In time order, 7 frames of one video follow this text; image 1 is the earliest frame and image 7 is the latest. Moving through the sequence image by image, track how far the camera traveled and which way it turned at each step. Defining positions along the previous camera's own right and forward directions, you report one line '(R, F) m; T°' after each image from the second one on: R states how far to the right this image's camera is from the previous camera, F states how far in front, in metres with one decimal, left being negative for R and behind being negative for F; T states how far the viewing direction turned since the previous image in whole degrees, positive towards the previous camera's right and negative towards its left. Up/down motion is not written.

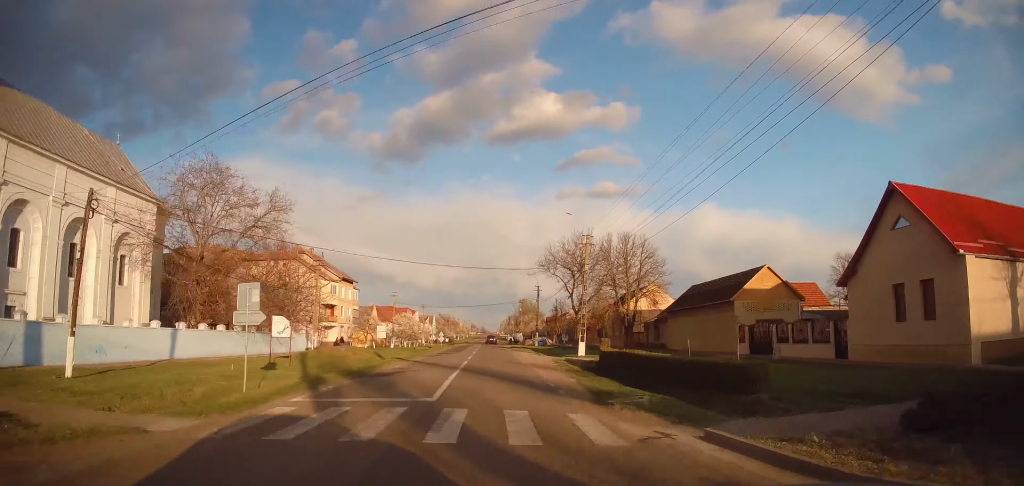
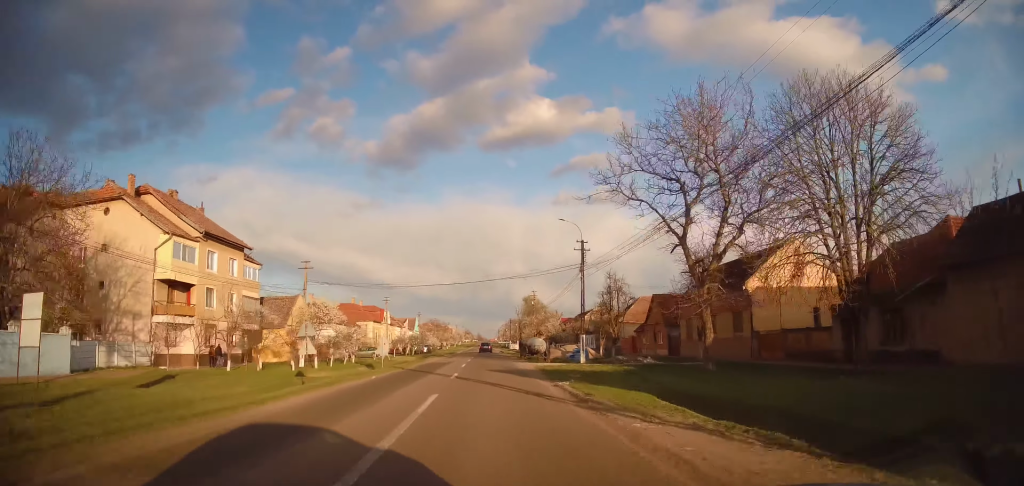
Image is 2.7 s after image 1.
(+1.1, +36.1) m; +1°
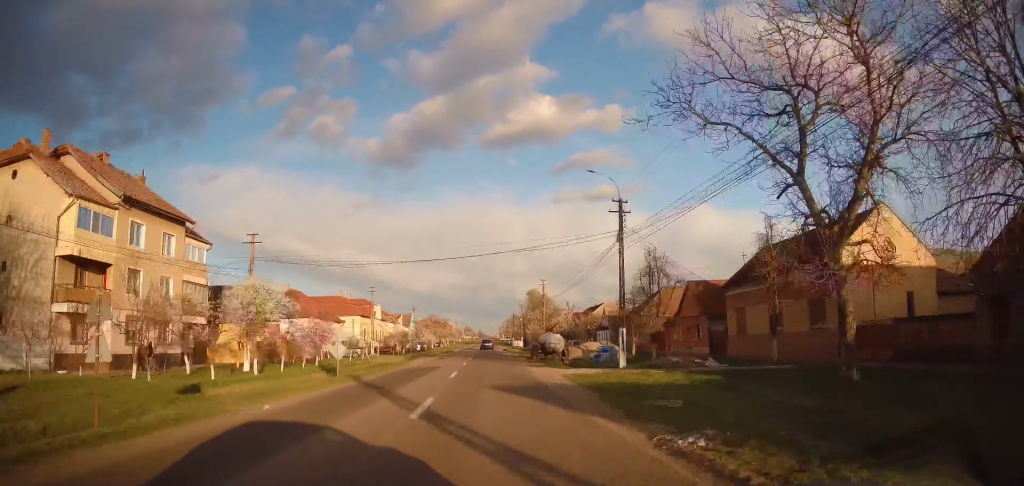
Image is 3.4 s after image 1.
(-0.3, +10.1) m; -1°
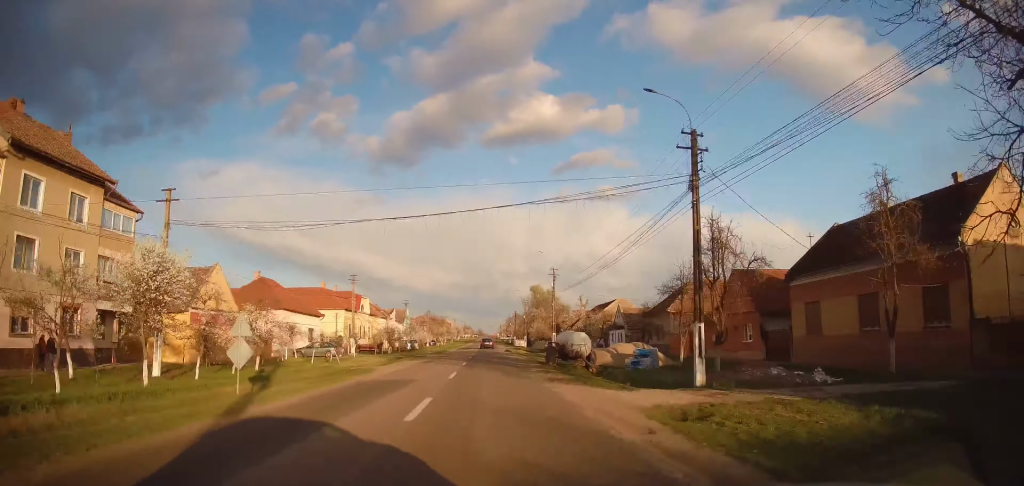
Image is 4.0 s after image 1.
(0.0, +9.4) m; +2°
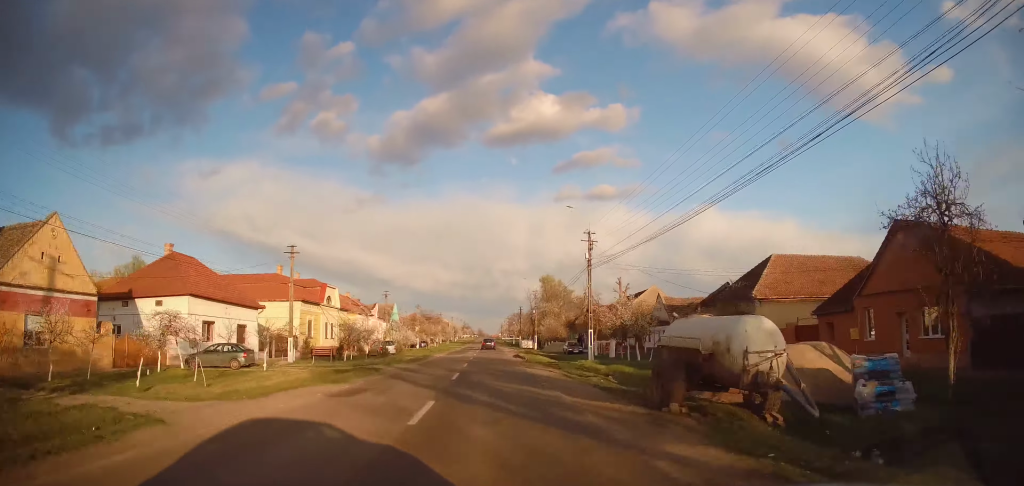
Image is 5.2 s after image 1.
(+0.5, +18.0) m; 0°
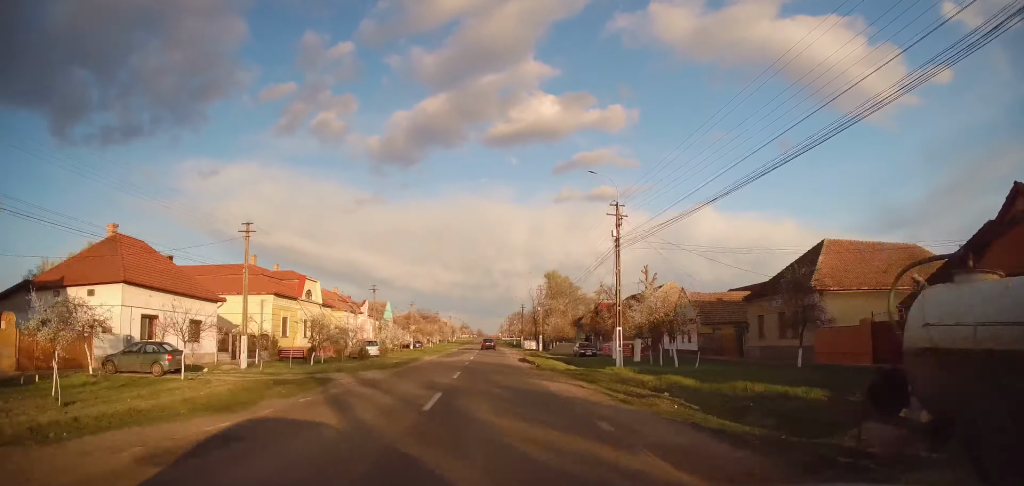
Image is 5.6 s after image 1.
(-0.2, +7.4) m; -1°
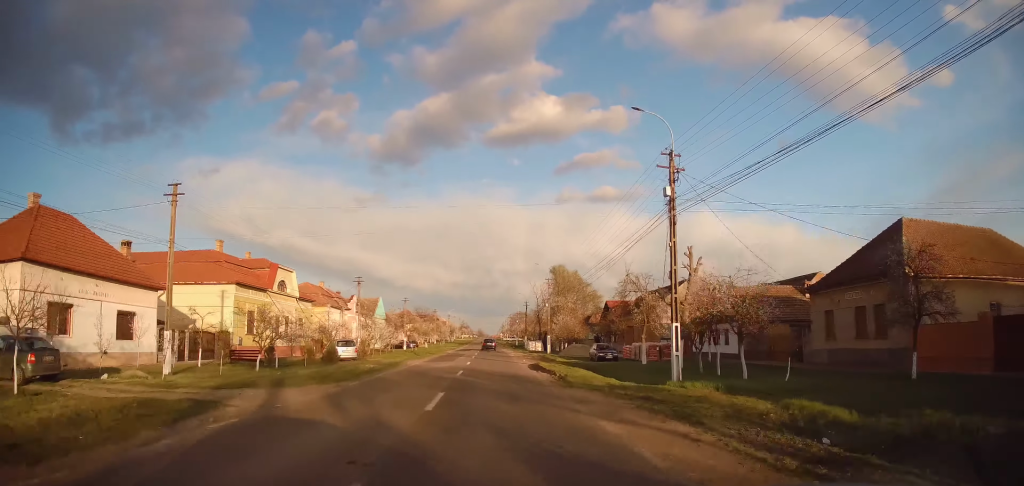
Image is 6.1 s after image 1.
(-0.1, +8.0) m; -1°
